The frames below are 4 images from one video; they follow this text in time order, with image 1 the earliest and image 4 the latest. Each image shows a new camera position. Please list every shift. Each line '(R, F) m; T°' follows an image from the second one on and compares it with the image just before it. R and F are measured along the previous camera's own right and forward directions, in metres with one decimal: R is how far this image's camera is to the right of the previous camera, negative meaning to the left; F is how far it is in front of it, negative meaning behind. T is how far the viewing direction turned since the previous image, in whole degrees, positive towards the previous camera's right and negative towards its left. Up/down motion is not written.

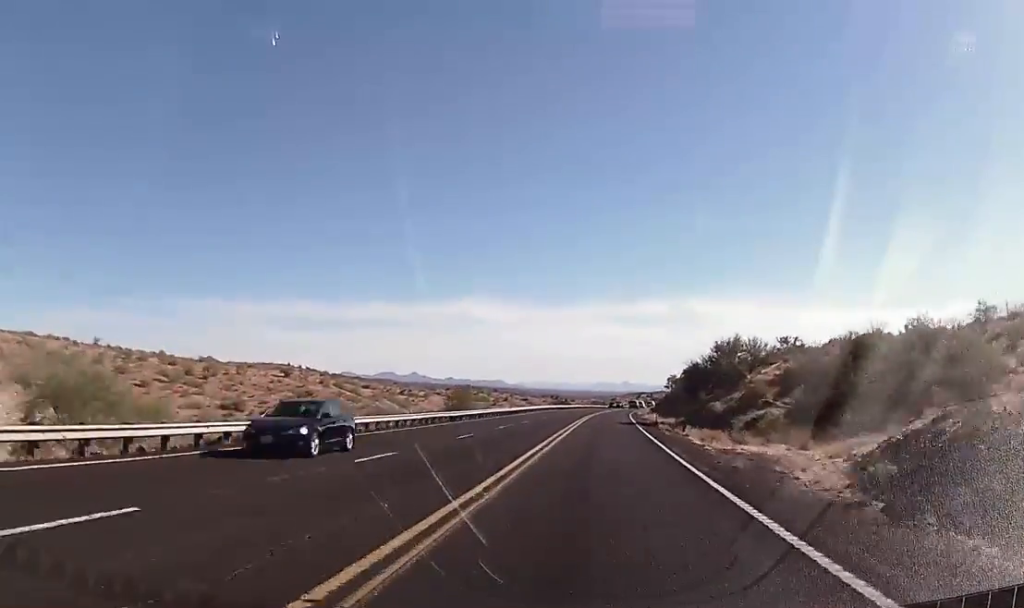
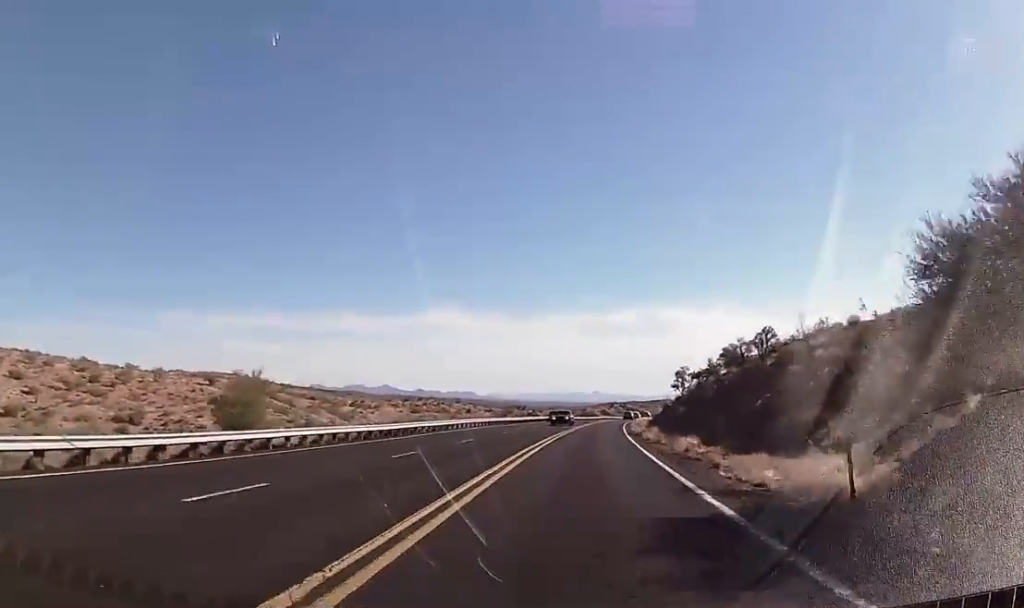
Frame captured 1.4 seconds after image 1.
(+0.4, +42.7) m; +2°
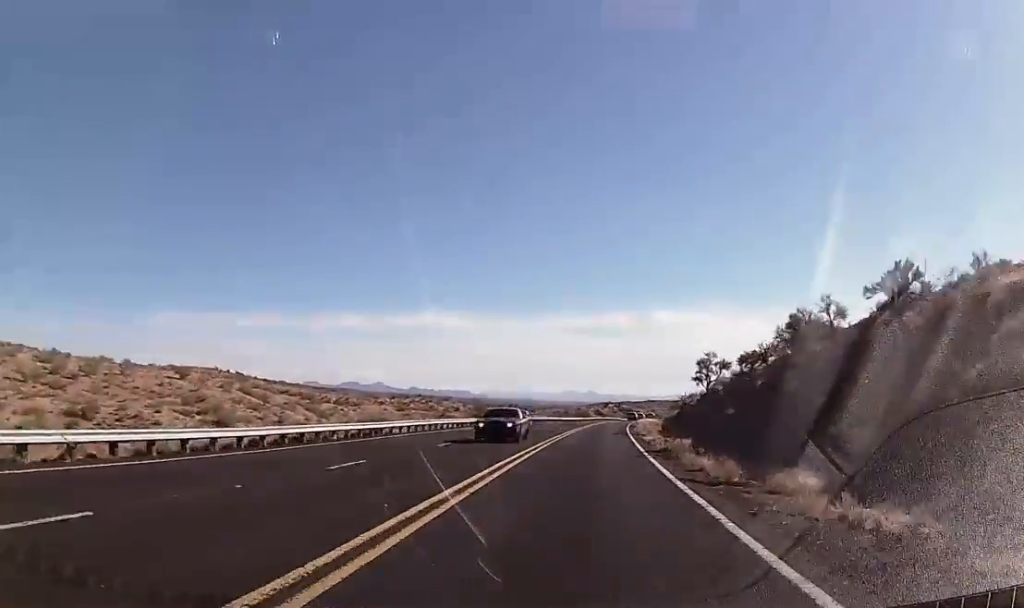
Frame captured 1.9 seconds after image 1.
(+0.2, +17.7) m; +1°
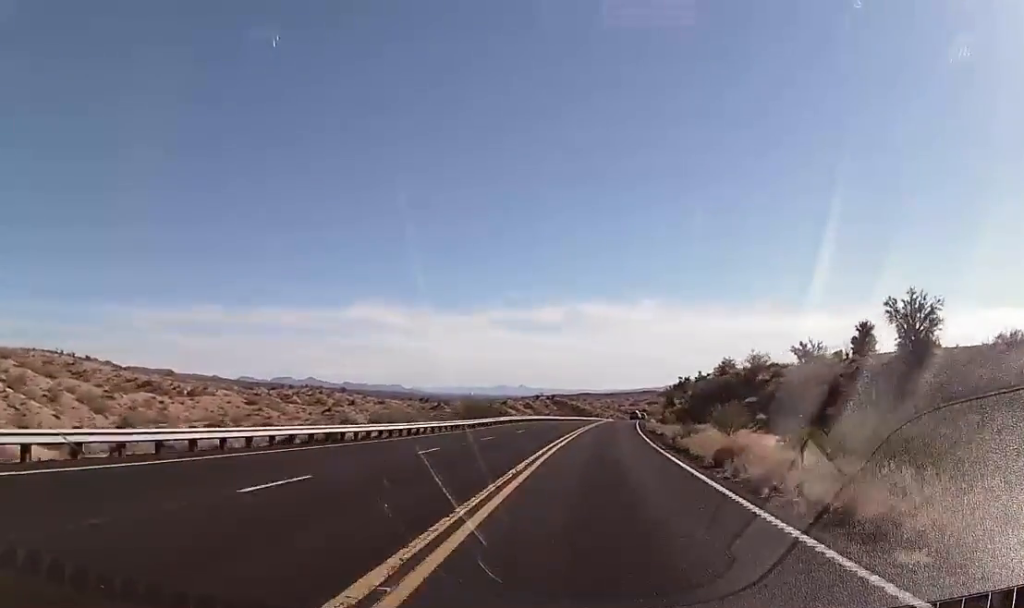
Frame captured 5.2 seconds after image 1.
(+3.3, +102.1) m; +4°
